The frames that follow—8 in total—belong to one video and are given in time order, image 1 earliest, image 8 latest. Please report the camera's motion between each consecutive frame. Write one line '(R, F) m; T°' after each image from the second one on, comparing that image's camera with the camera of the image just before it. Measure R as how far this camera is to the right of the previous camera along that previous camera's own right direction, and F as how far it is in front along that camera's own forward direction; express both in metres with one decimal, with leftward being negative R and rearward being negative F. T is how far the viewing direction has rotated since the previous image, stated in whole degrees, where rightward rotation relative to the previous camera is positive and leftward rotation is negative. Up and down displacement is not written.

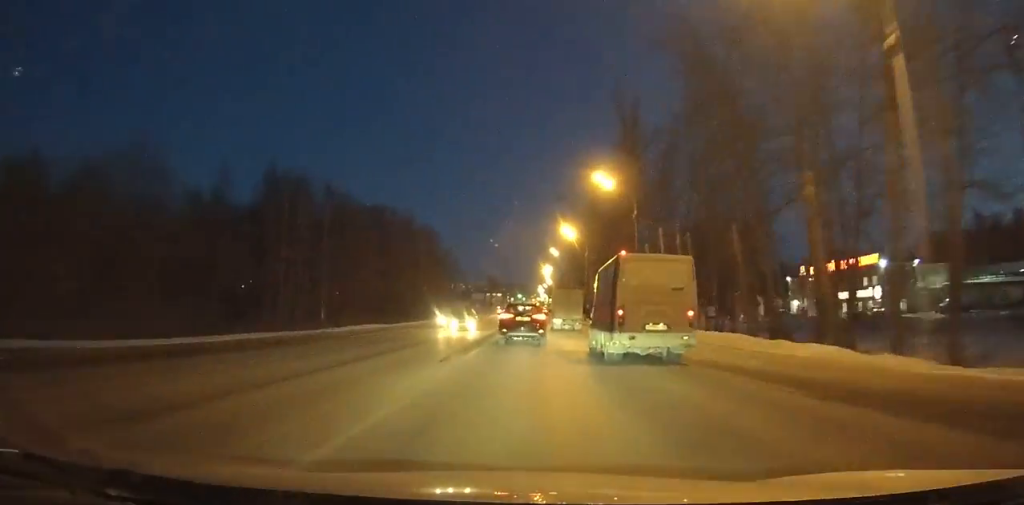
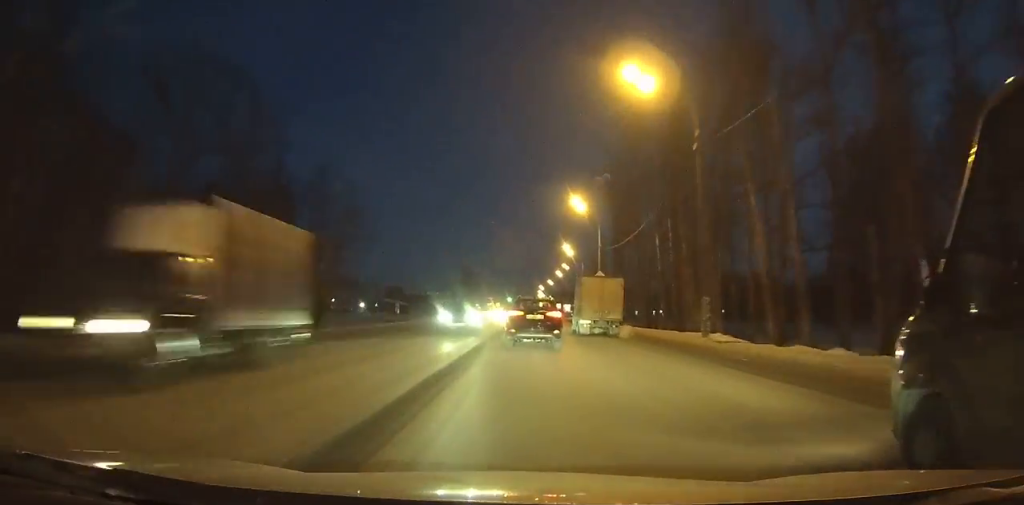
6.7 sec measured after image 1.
(+0.2, +108.0) m; +1°
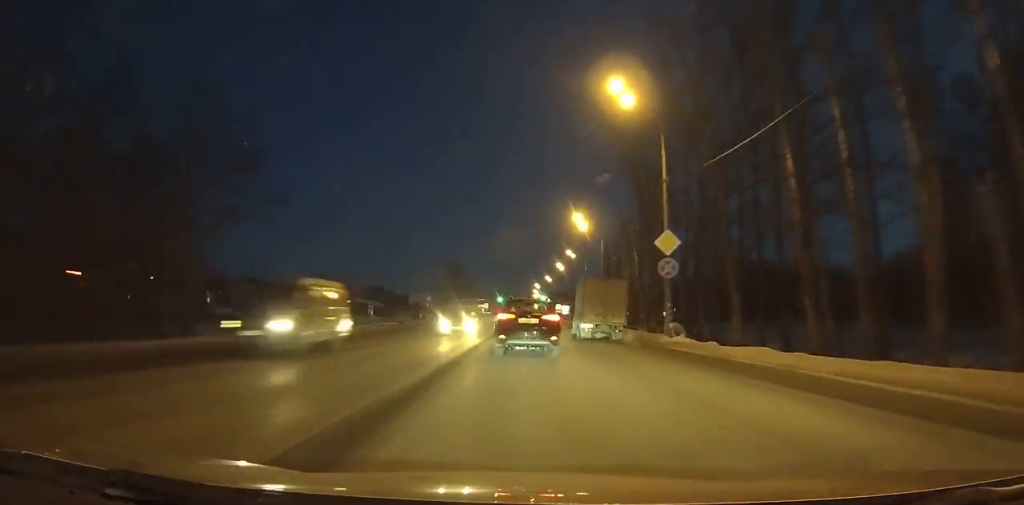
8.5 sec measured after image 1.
(+0.3, +27.5) m; 0°
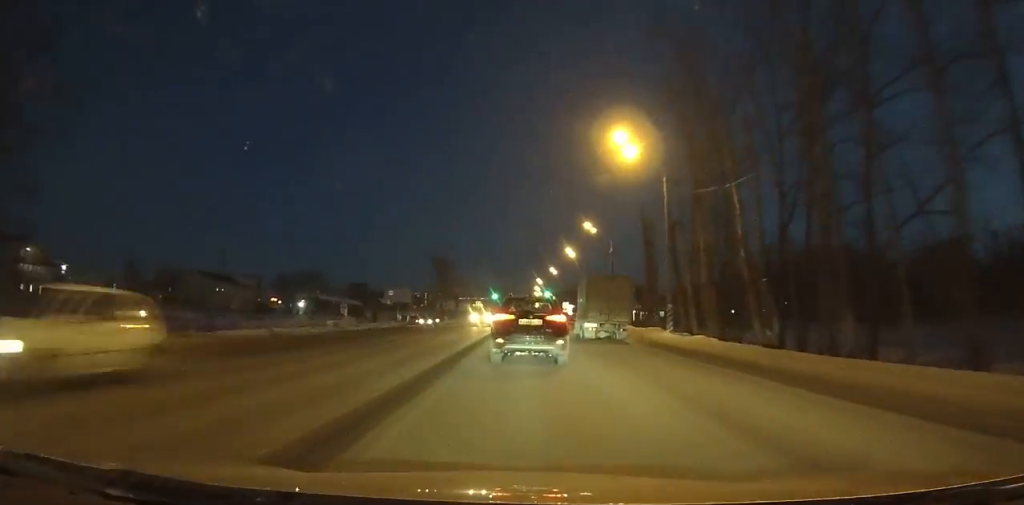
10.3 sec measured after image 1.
(0.0, +26.3) m; 0°
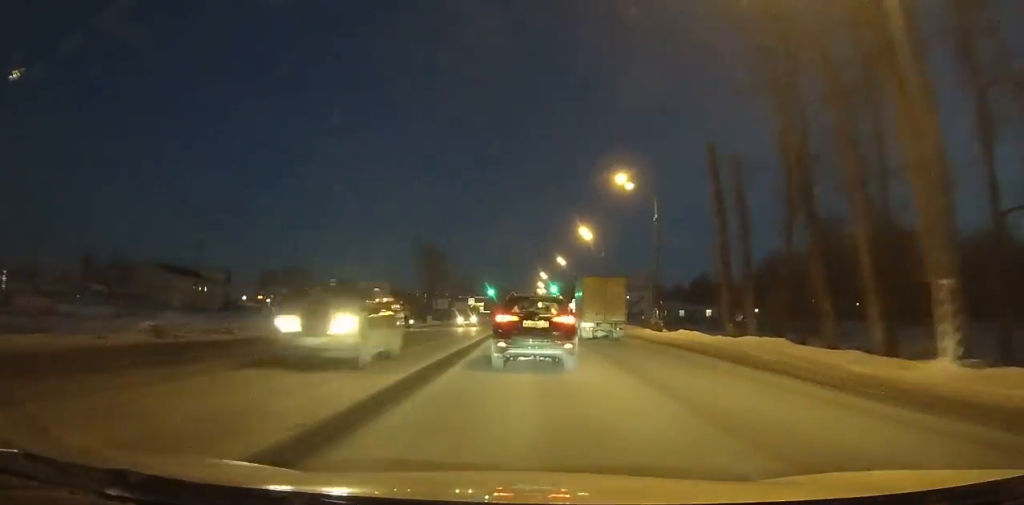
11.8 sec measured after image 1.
(0.0, +21.7) m; 0°
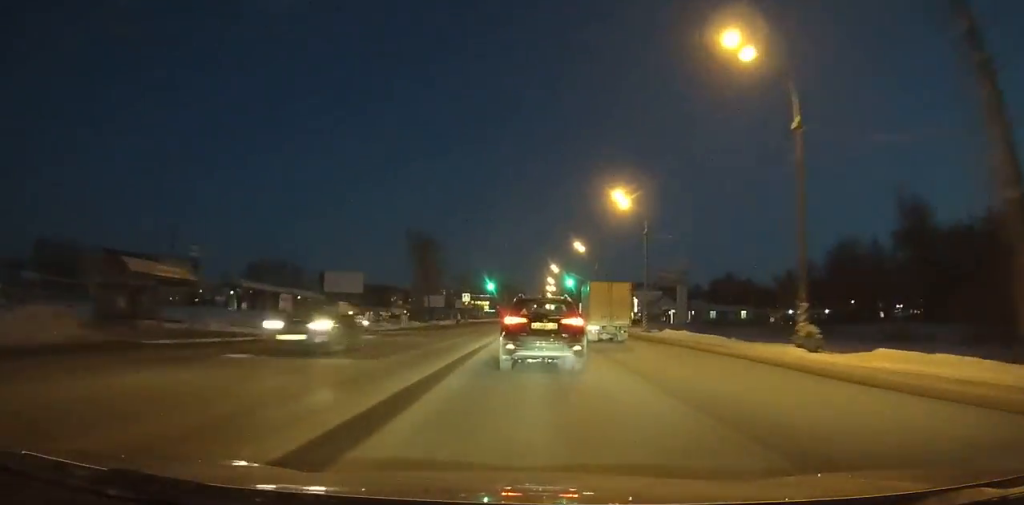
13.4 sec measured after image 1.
(-0.1, +22.1) m; 0°
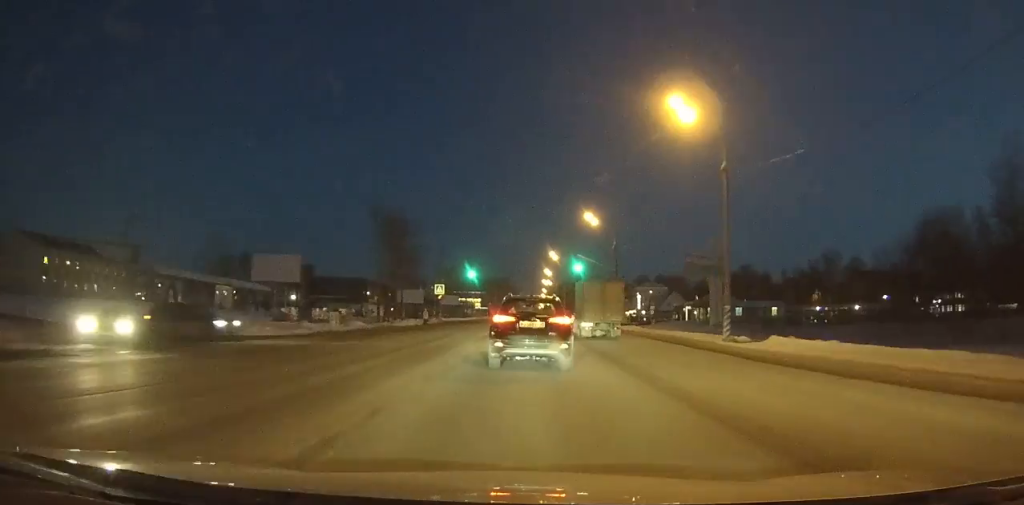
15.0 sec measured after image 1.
(-0.1, +22.0) m; 0°
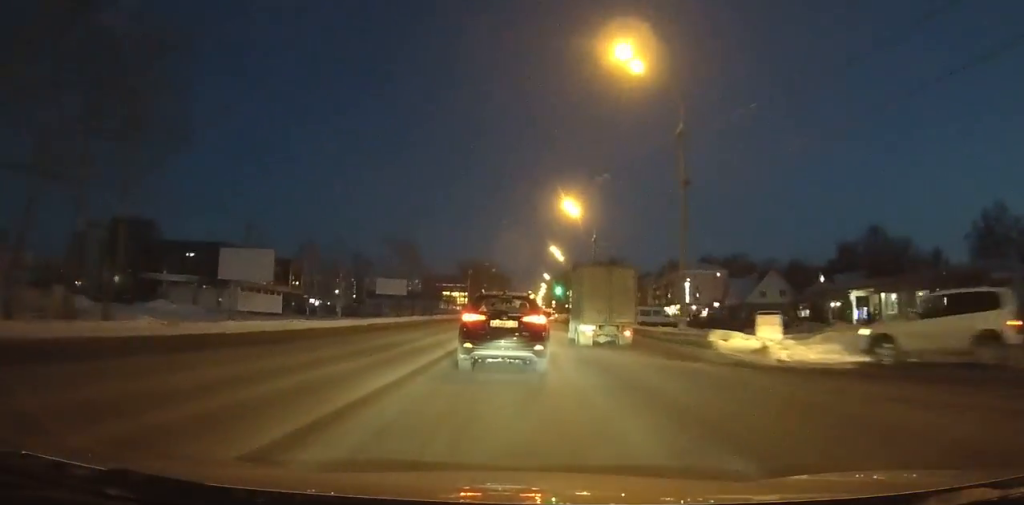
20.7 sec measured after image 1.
(+0.6, +74.9) m; 0°
